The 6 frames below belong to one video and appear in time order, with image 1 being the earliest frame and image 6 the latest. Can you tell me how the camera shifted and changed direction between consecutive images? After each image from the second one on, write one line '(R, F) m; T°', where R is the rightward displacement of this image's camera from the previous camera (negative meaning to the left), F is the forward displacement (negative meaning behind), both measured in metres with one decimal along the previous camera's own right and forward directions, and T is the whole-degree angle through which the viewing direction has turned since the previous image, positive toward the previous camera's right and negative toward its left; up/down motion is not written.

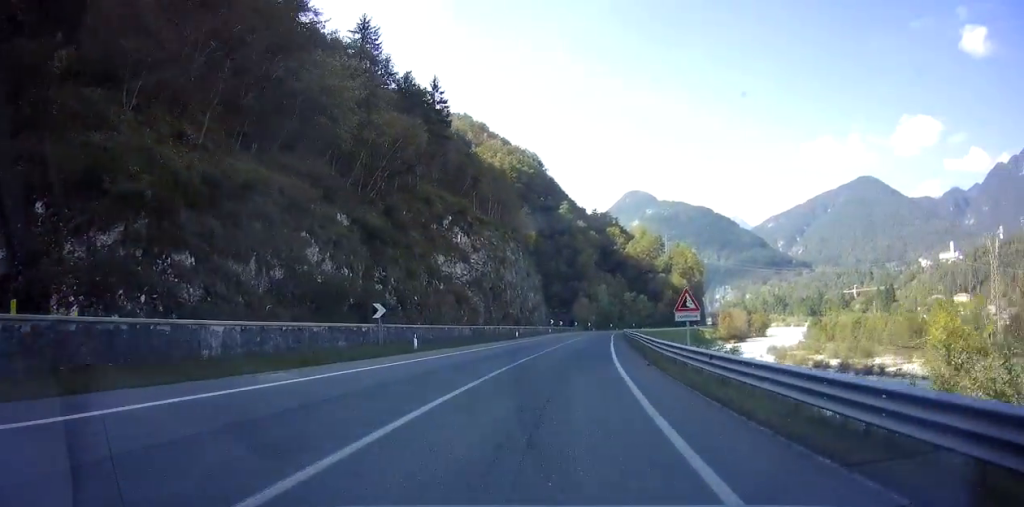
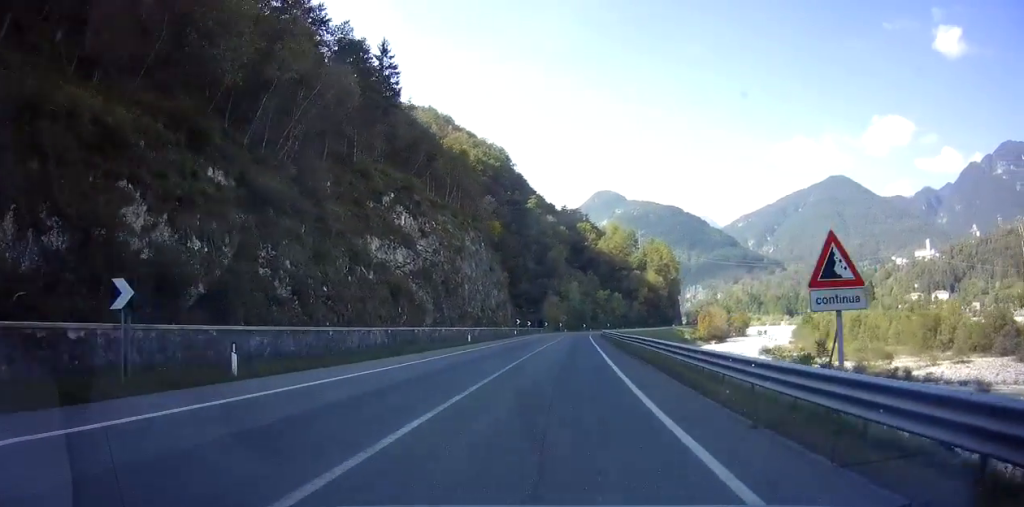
(+0.4, +13.5) m; +3°
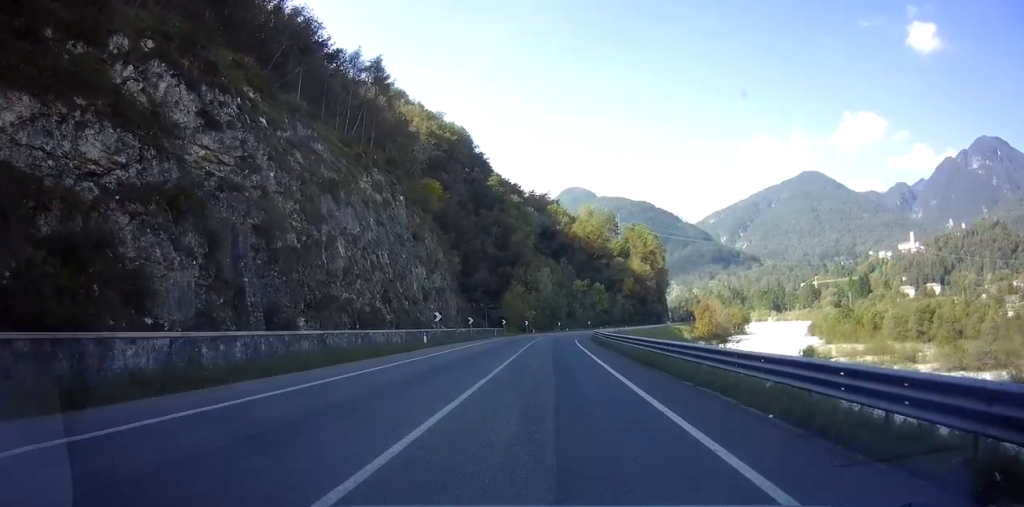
(+1.7, +35.8) m; +3°
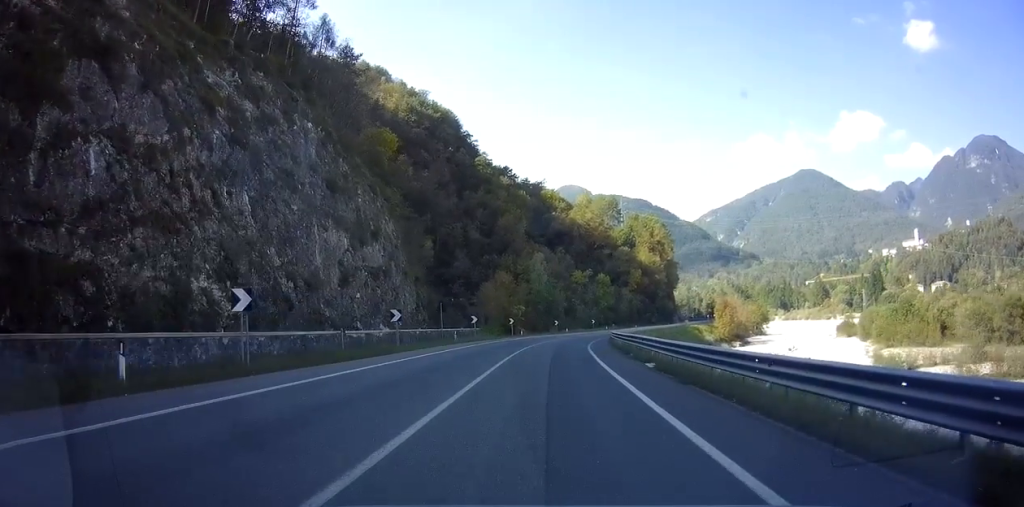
(-0.2, +24.3) m; +2°
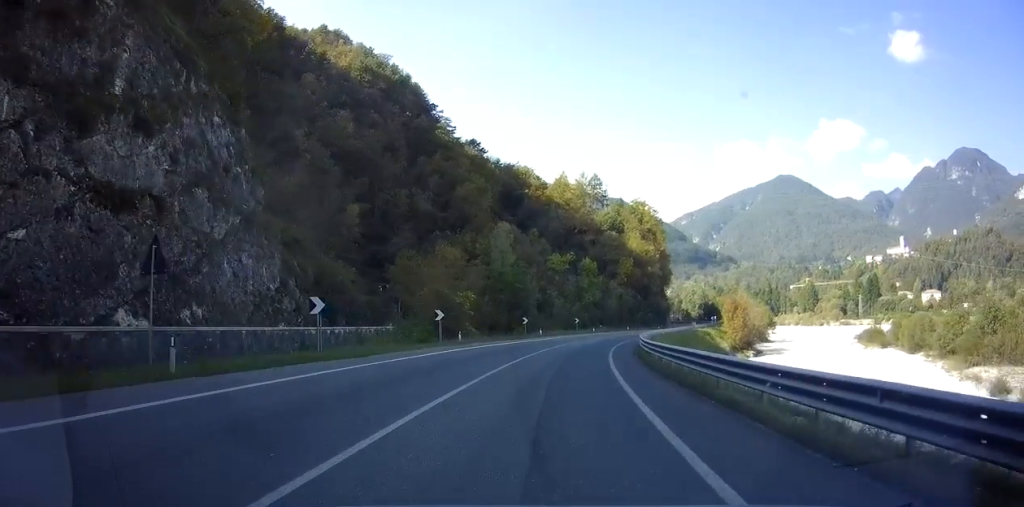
(+1.4, +28.1) m; +5°
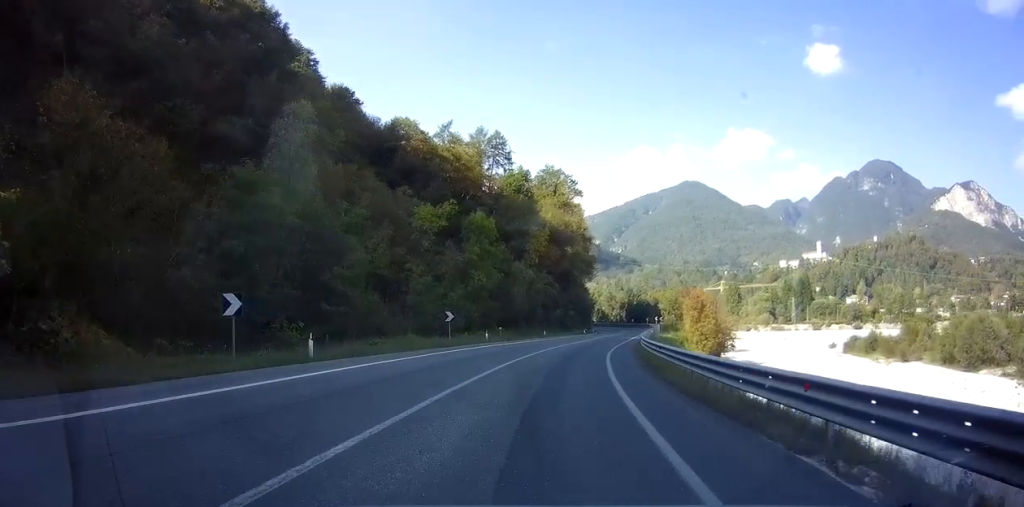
(+2.9, +39.4) m; +10°
